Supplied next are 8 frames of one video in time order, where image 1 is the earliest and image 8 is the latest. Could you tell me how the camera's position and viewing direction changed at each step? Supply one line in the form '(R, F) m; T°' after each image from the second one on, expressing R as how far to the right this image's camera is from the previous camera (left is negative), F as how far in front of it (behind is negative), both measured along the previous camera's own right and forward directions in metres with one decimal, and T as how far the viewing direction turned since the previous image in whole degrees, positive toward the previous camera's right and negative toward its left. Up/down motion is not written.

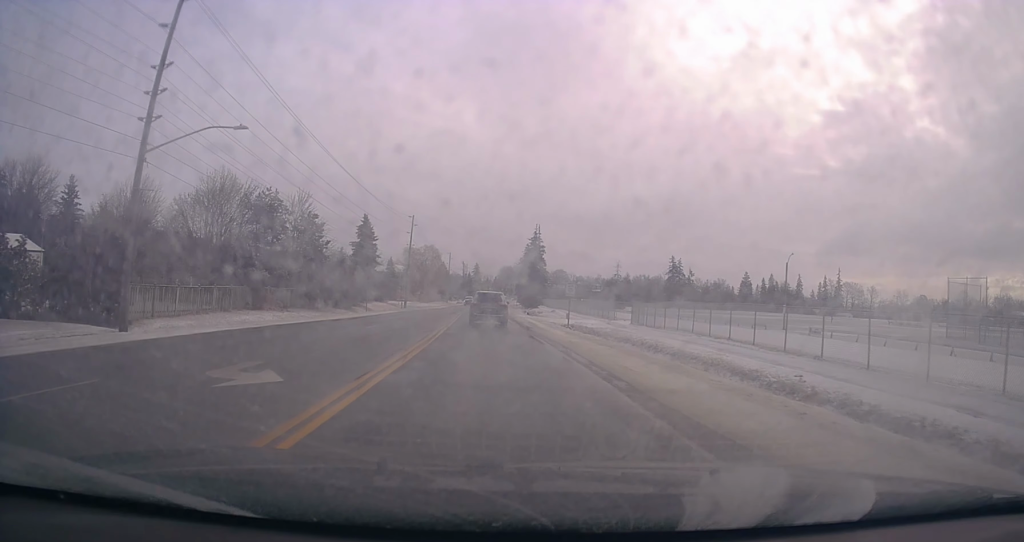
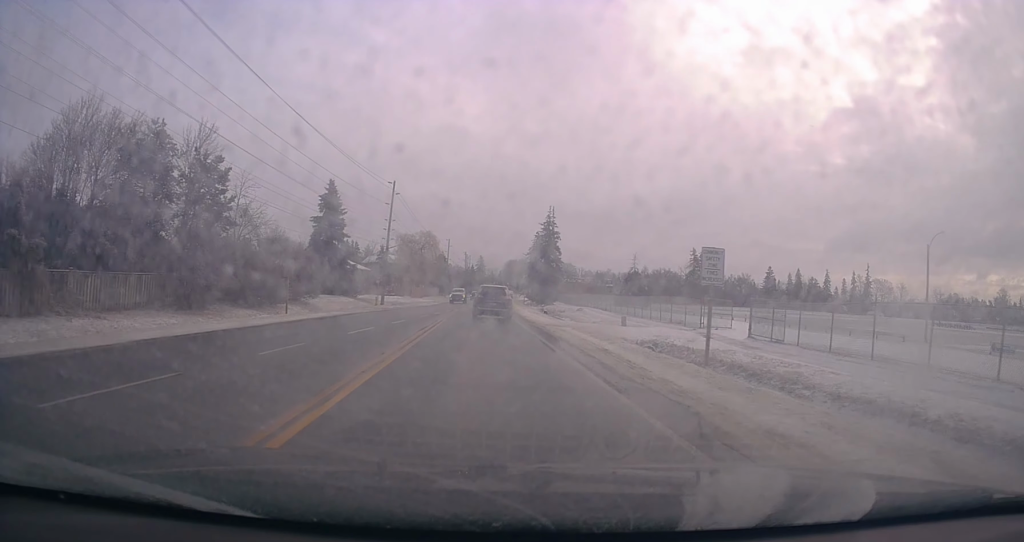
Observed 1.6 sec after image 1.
(-0.5, +24.2) m; -2°
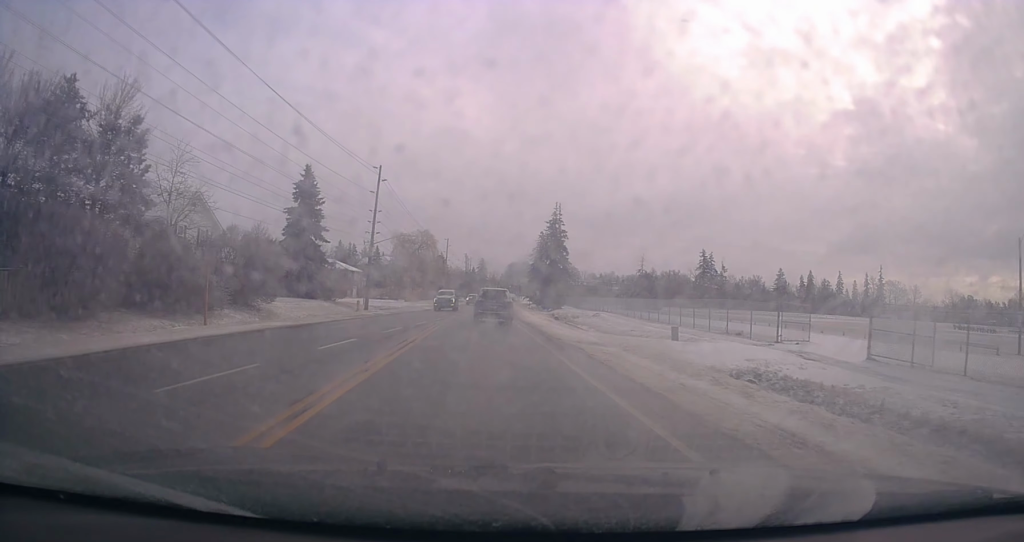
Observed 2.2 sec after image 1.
(-0.3, +10.4) m; 0°
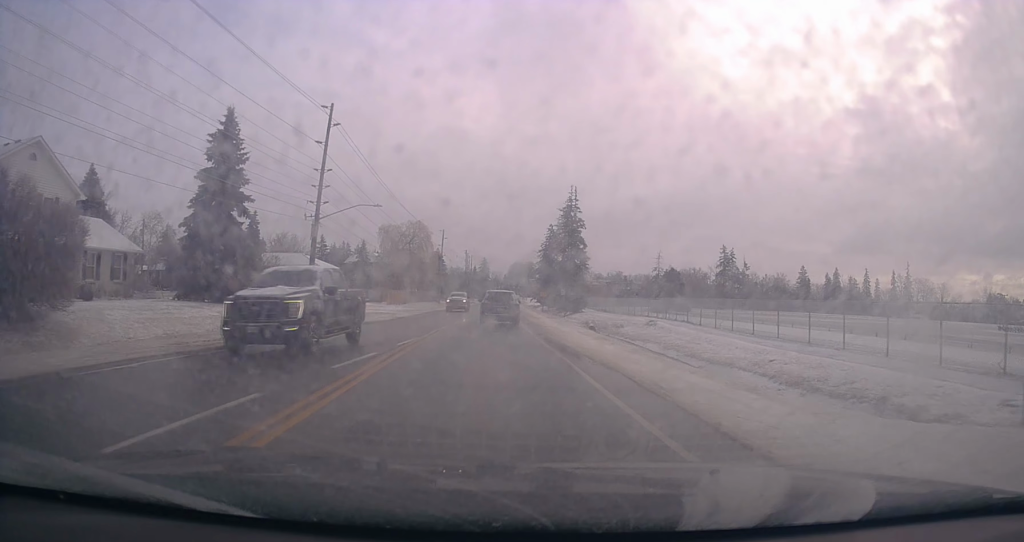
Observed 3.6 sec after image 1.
(+0.5, +20.8) m; +1°
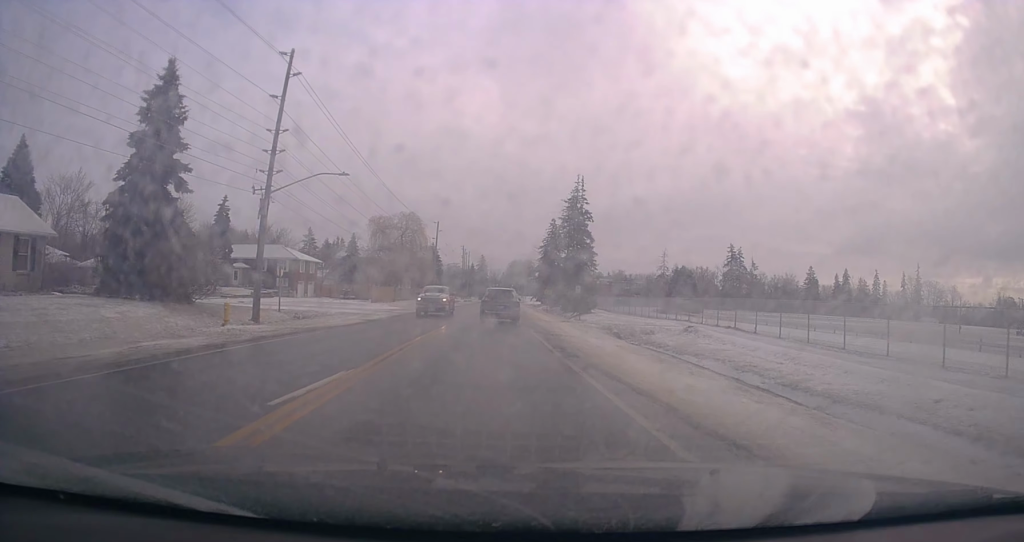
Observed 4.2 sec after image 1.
(0.0, +9.1) m; 0°
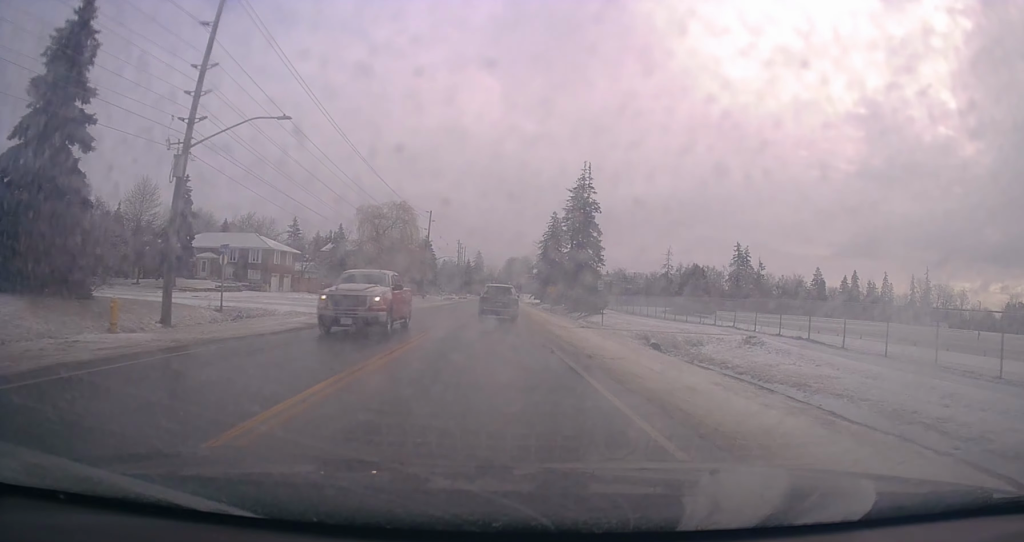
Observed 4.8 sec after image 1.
(0.0, +9.3) m; 0°
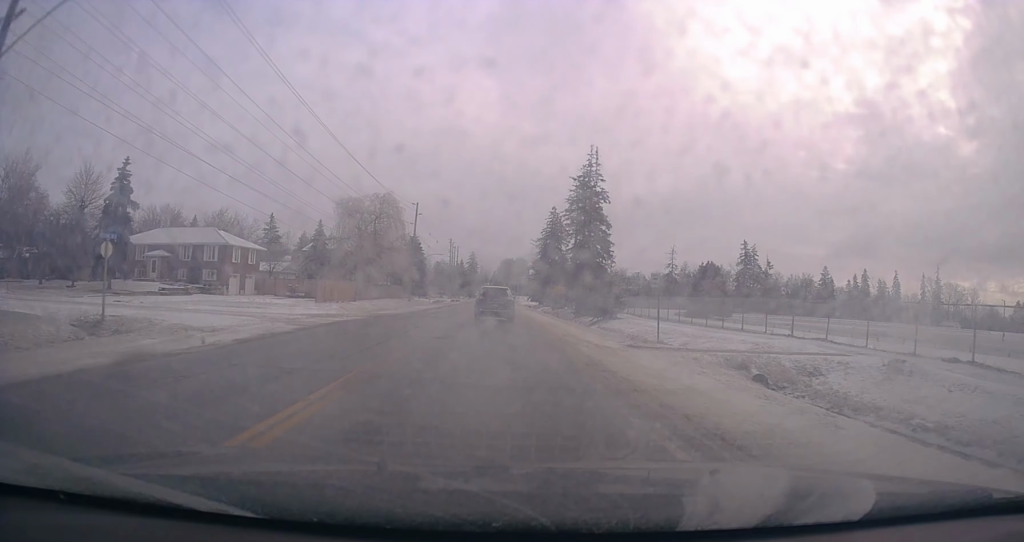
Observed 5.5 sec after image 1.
(0.0, +11.2) m; 0°
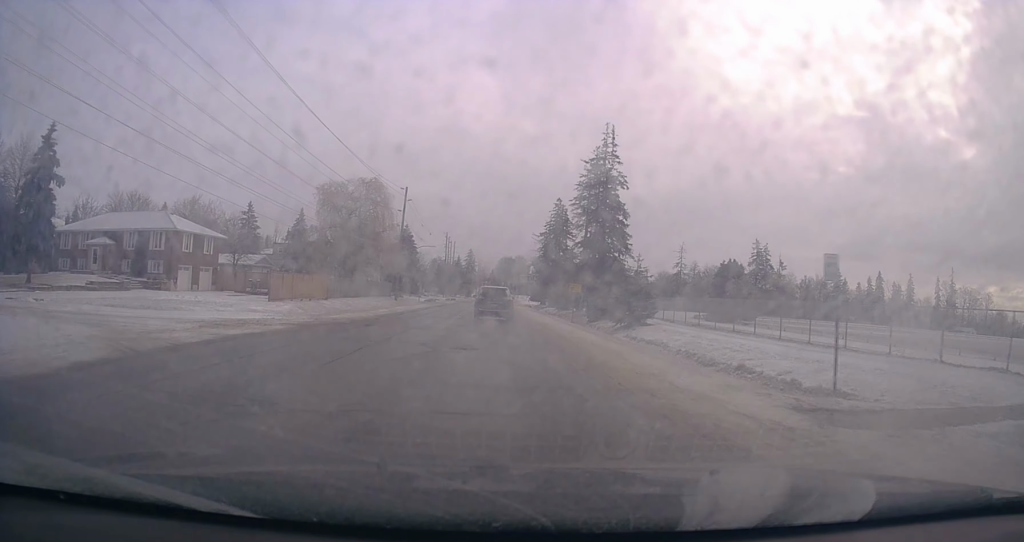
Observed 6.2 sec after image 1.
(0.0, +10.9) m; +1°
